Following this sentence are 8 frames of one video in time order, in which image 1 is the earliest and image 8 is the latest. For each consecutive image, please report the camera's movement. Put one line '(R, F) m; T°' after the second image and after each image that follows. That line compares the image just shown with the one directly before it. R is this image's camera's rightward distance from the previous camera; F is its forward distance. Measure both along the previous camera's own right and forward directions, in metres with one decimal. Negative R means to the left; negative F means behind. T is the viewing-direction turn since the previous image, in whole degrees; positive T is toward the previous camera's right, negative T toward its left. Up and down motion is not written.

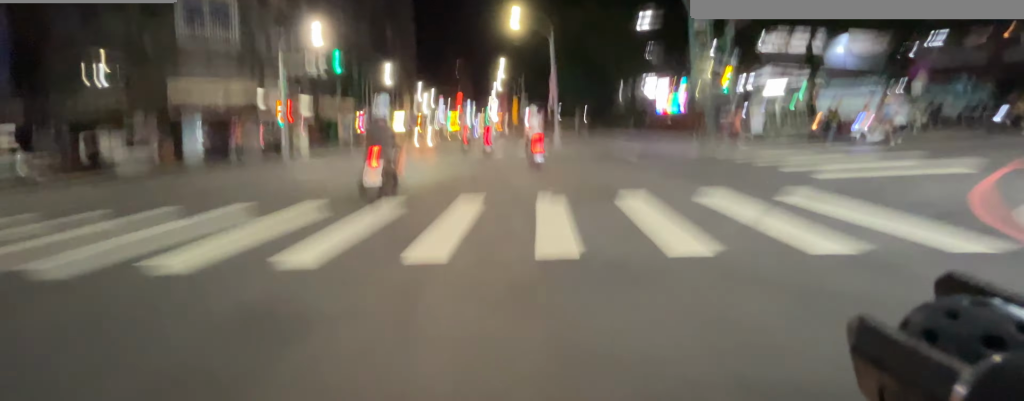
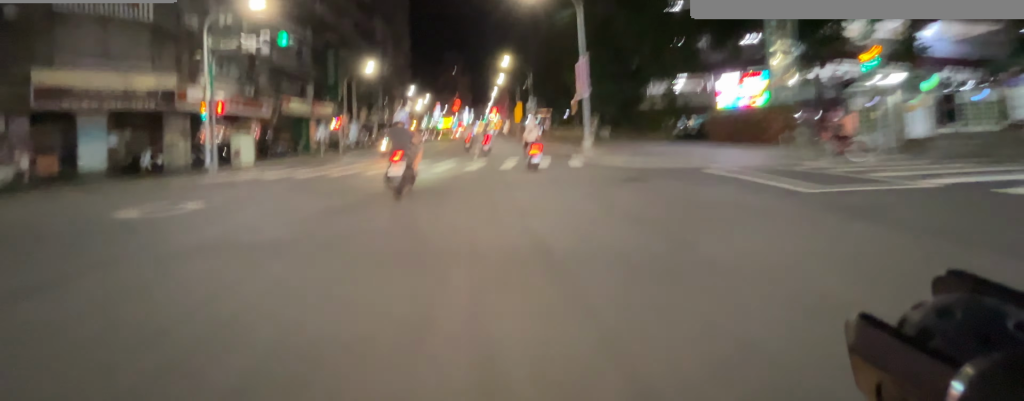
(0.0, +7.4) m; 0°
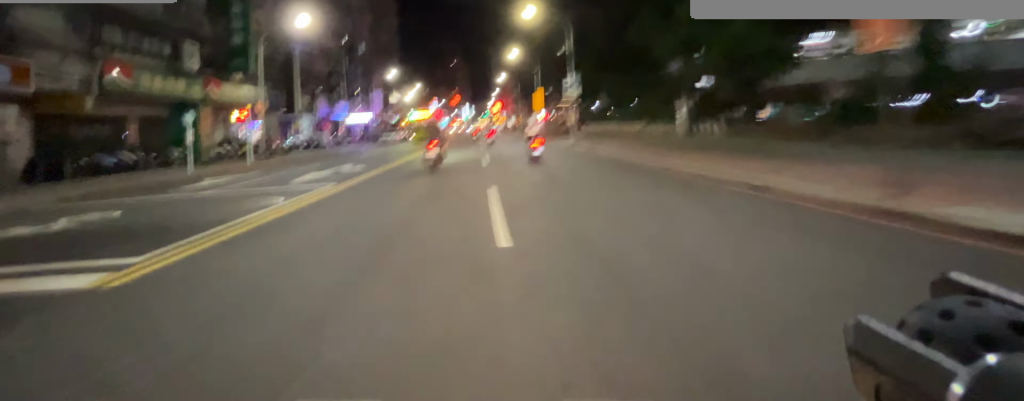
(0.0, +16.0) m; 0°
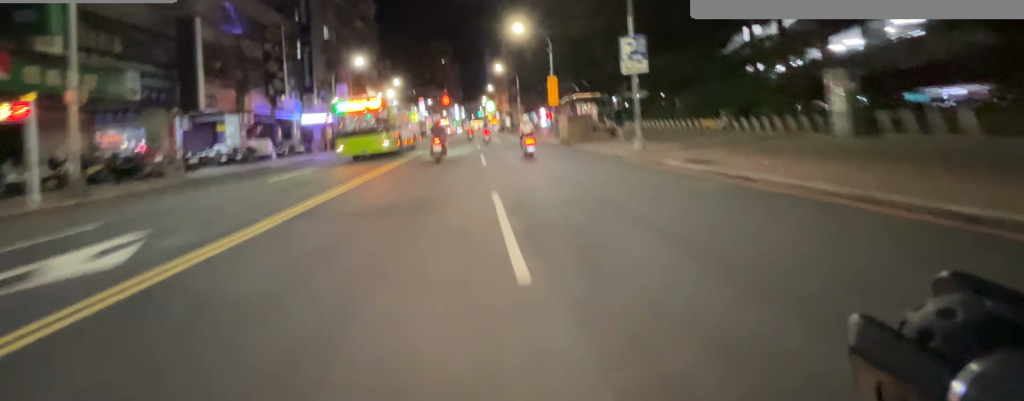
(0.0, +10.2) m; 0°
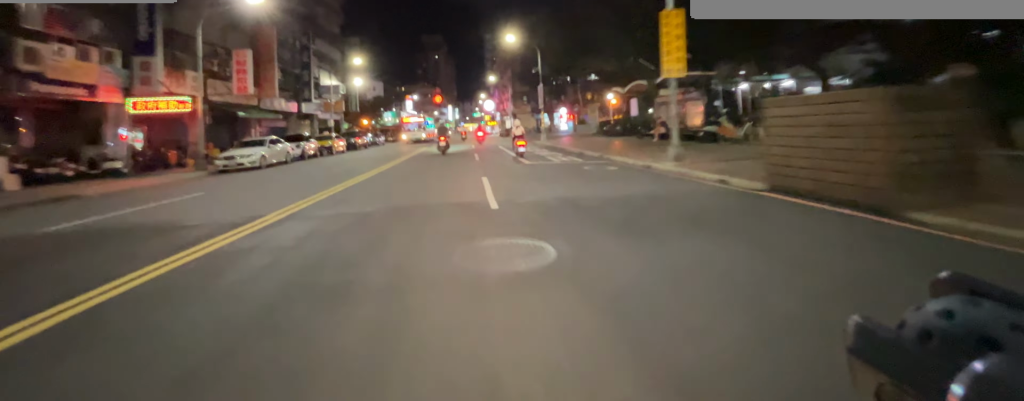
(0.0, +17.4) m; 0°
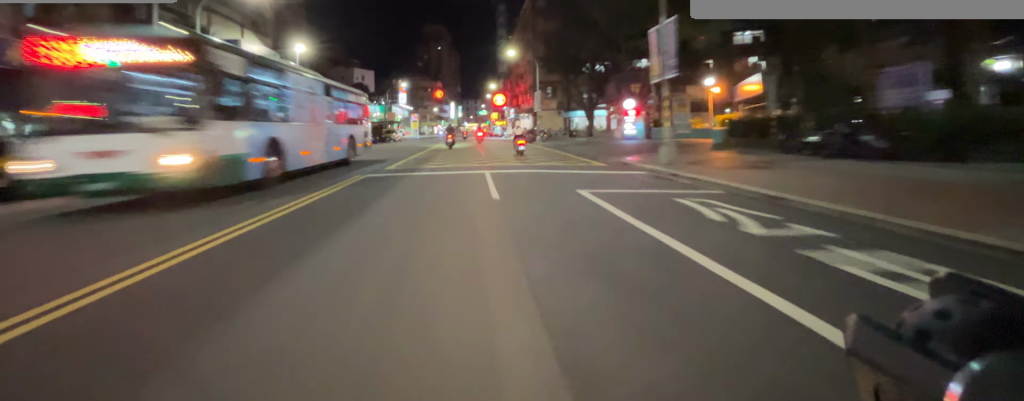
(0.0, +19.0) m; 0°
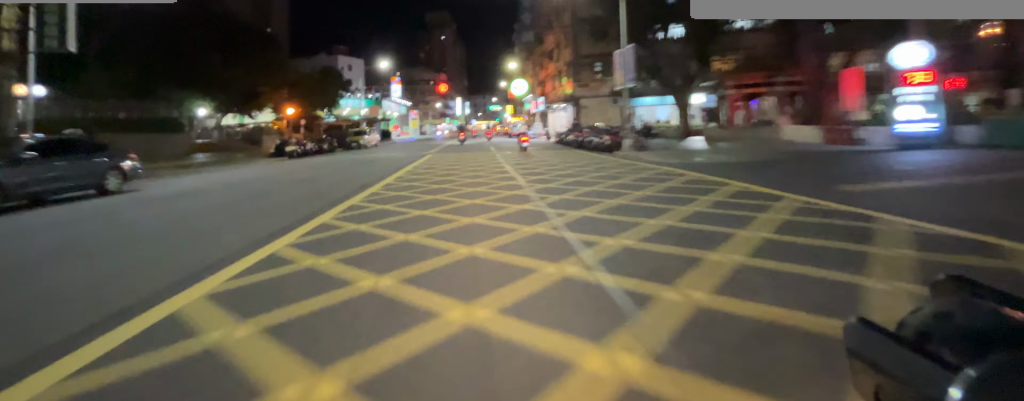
(+0.3, +18.5) m; +3°
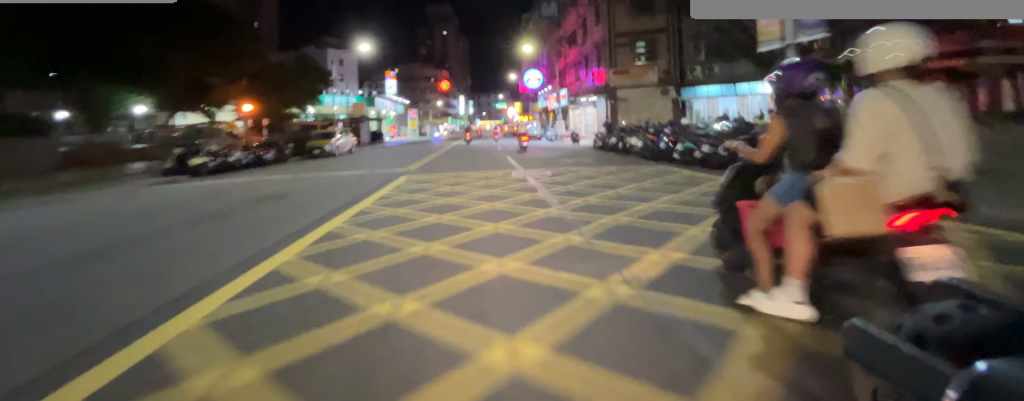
(+0.2, +8.8) m; +1°
